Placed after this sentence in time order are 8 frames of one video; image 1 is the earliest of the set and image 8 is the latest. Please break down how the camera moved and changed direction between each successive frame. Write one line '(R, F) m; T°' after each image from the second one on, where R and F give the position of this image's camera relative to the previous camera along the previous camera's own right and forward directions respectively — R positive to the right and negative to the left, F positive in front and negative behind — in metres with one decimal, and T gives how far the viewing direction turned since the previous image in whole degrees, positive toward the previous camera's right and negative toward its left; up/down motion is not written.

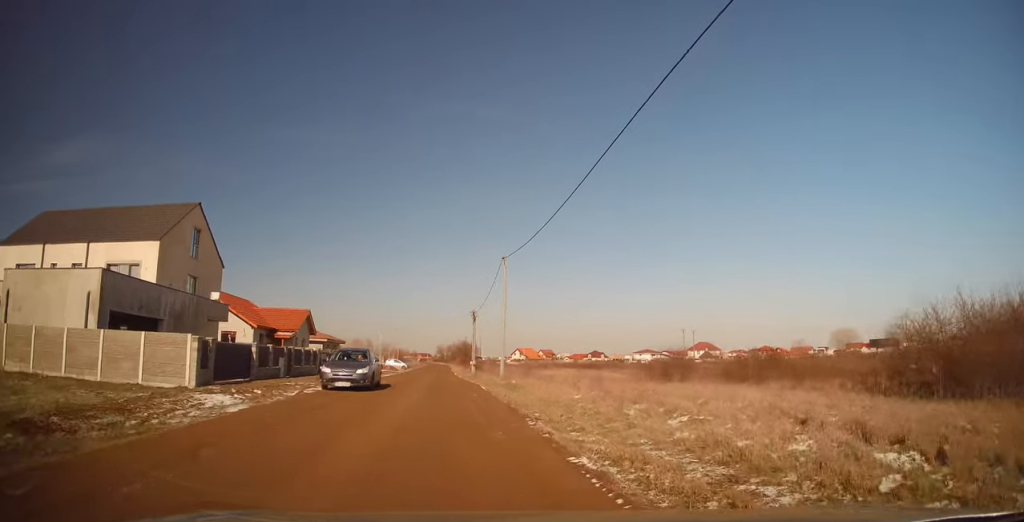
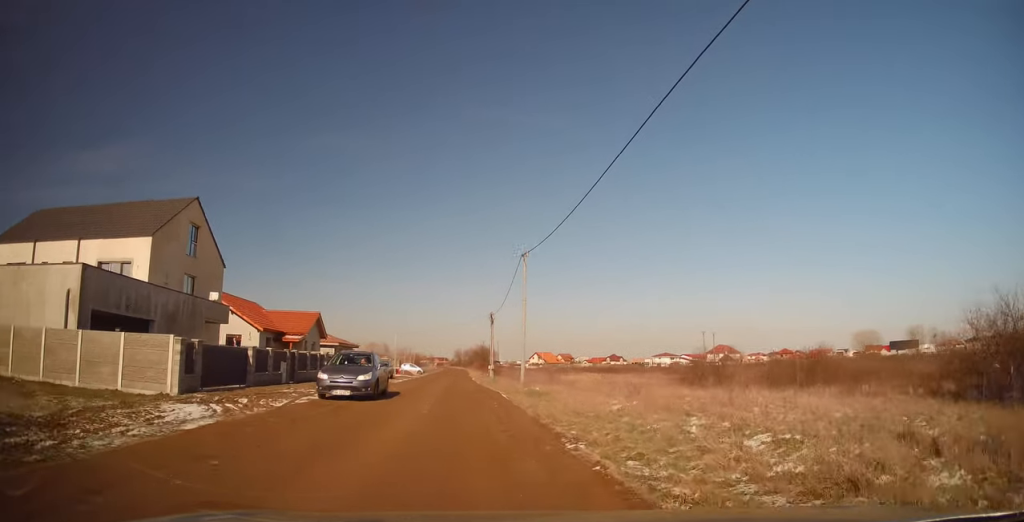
(+0.1, +2.4) m; -1°
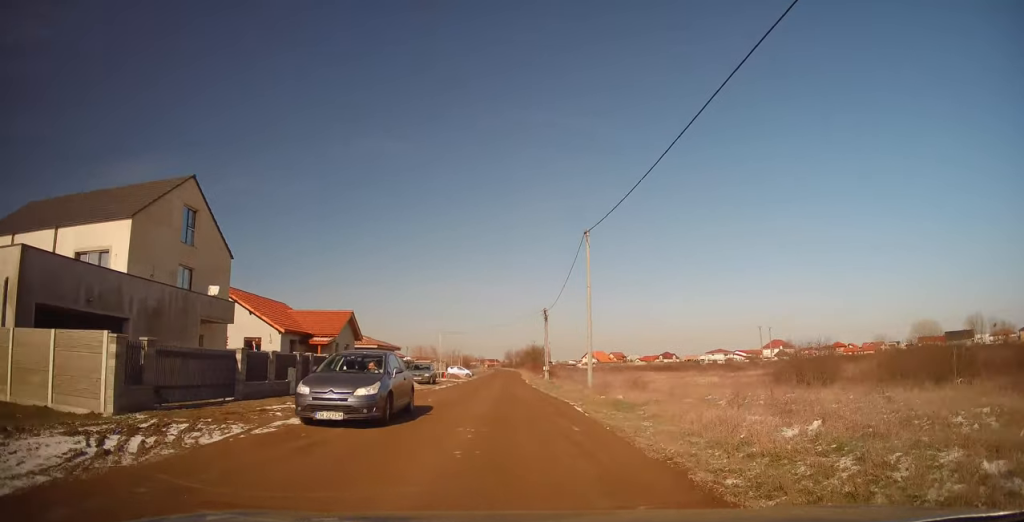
(-0.3, +5.8) m; -4°
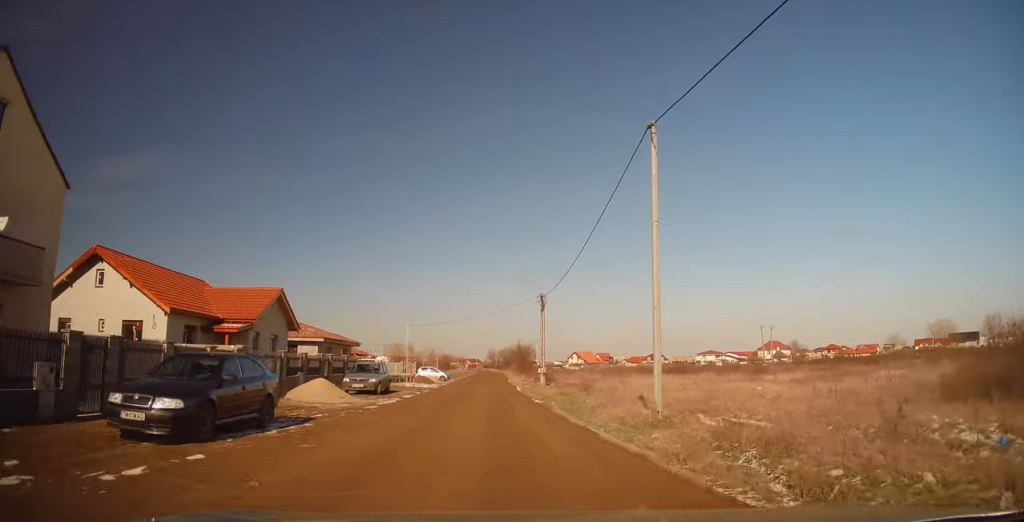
(-0.1, +12.8) m; +2°
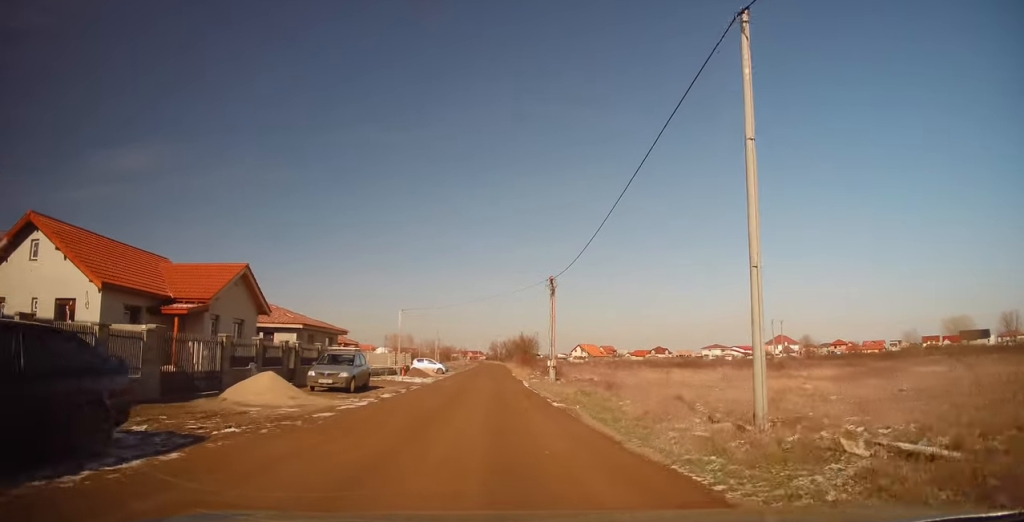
(+0.1, +4.9) m; +1°
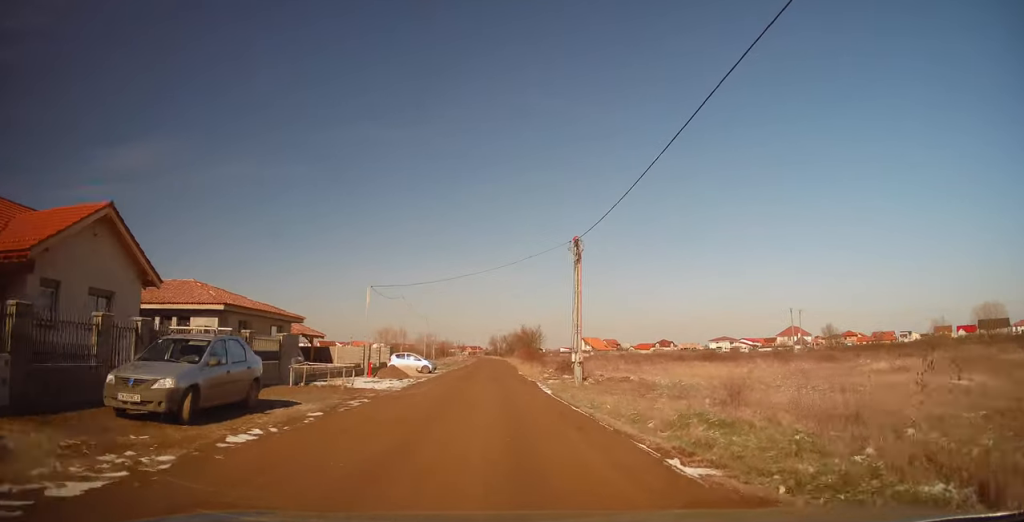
(-0.2, +10.9) m; -2°
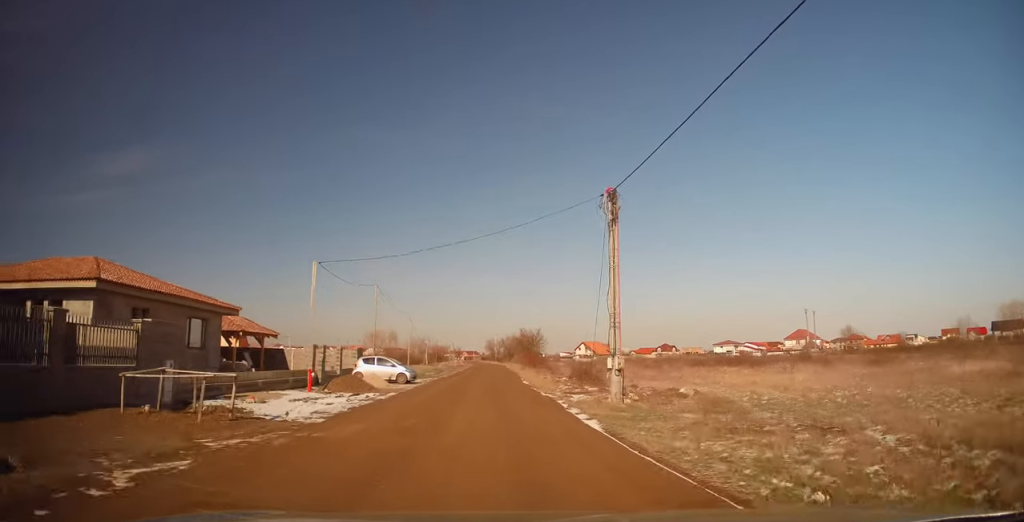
(-0.1, +9.0) m; +1°
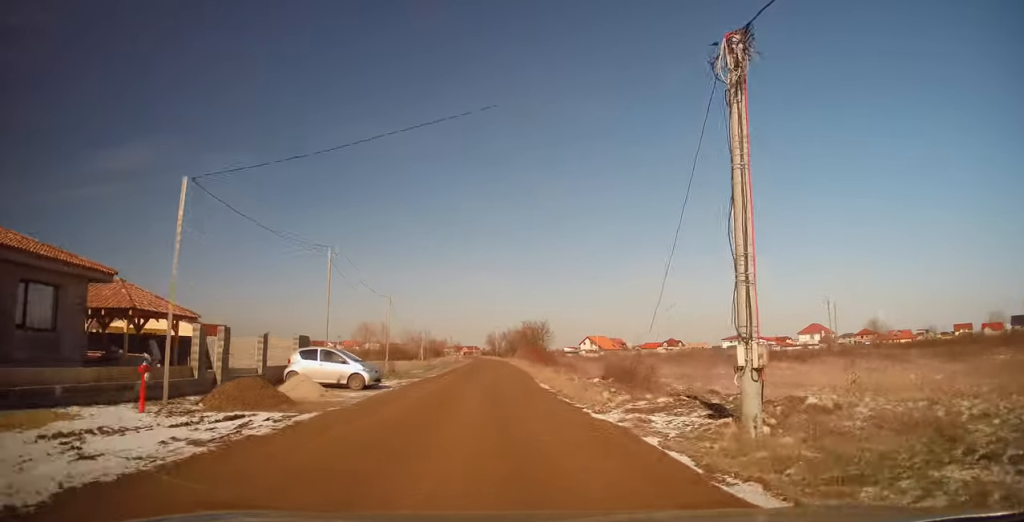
(+0.3, +10.1) m; +1°
